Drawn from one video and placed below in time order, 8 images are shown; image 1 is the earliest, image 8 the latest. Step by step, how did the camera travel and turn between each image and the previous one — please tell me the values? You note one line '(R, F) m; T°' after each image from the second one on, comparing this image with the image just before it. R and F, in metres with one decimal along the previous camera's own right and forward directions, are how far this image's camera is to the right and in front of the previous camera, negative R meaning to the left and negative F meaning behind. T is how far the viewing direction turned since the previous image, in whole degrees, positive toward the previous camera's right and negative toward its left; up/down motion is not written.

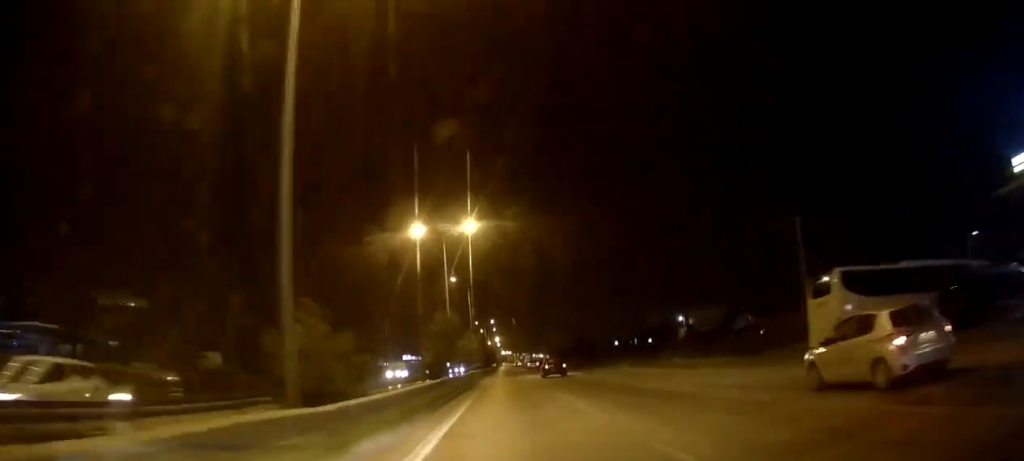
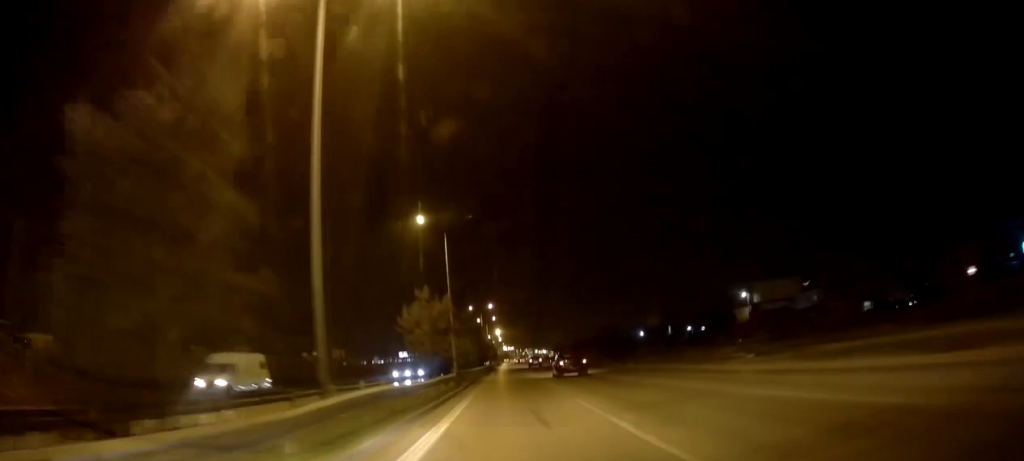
(+0.1, +32.7) m; 0°
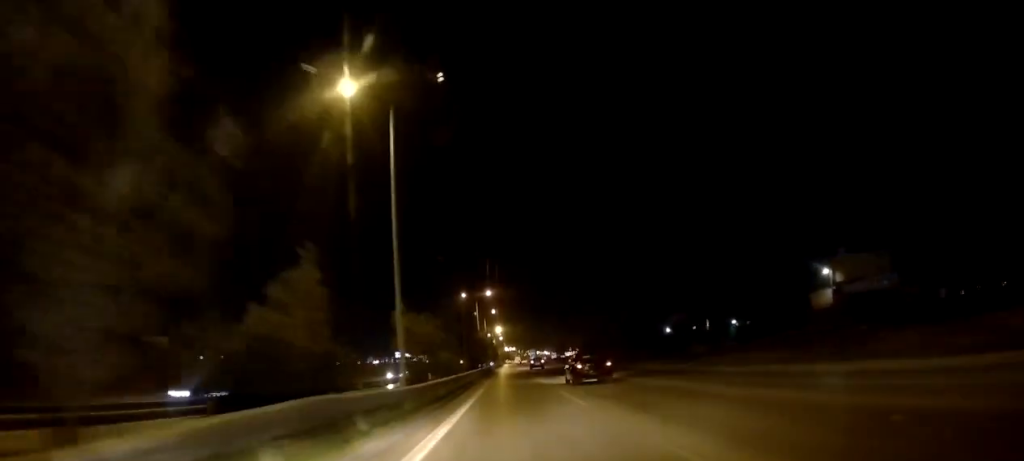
(+0.2, +24.5) m; 0°
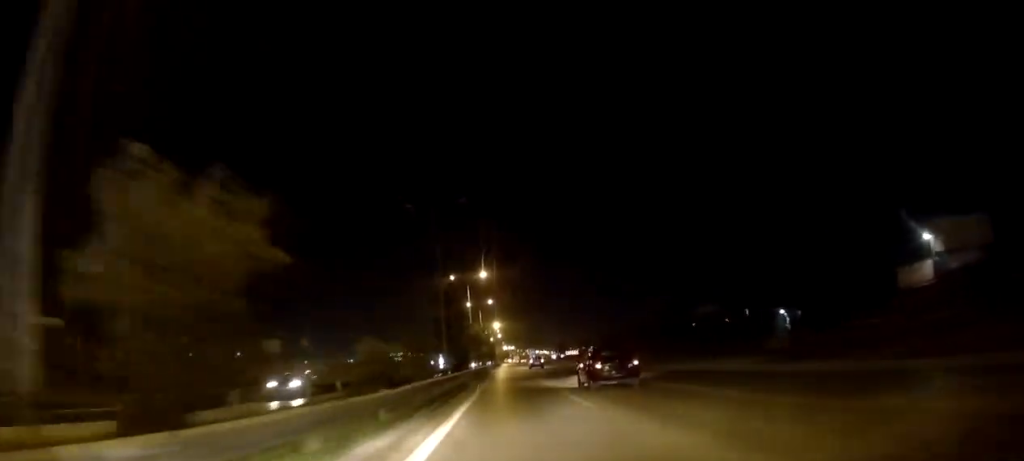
(-0.1, +19.0) m; 0°
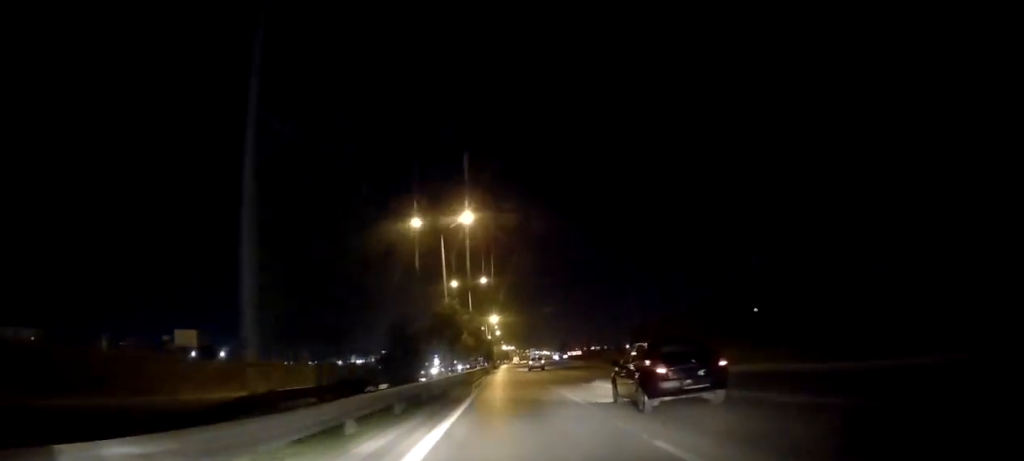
(-0.1, +30.1) m; 0°
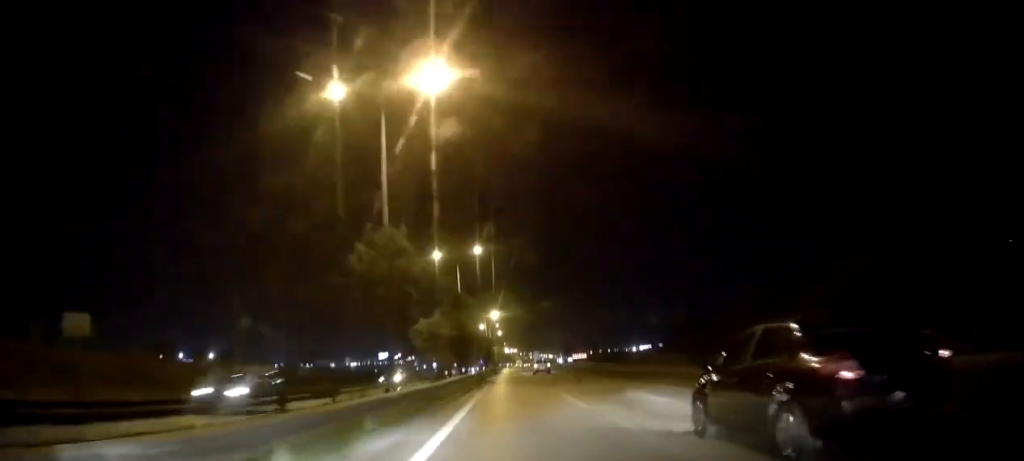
(0.0, +23.7) m; 0°
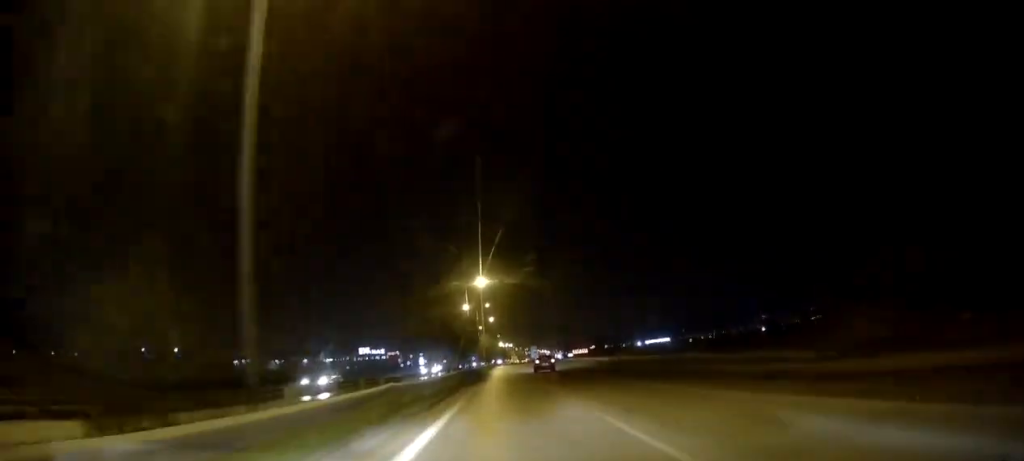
(-0.3, +46.6) m; 0°
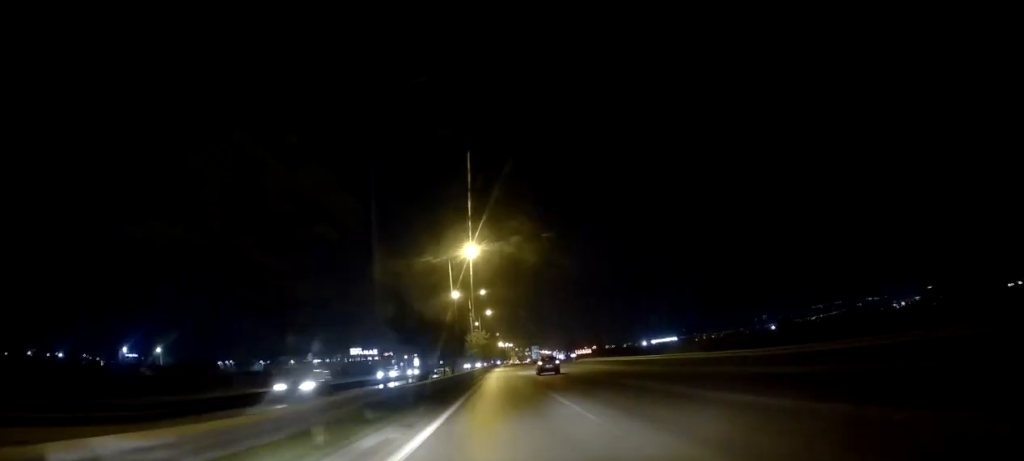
(+0.2, +23.4) m; 0°
